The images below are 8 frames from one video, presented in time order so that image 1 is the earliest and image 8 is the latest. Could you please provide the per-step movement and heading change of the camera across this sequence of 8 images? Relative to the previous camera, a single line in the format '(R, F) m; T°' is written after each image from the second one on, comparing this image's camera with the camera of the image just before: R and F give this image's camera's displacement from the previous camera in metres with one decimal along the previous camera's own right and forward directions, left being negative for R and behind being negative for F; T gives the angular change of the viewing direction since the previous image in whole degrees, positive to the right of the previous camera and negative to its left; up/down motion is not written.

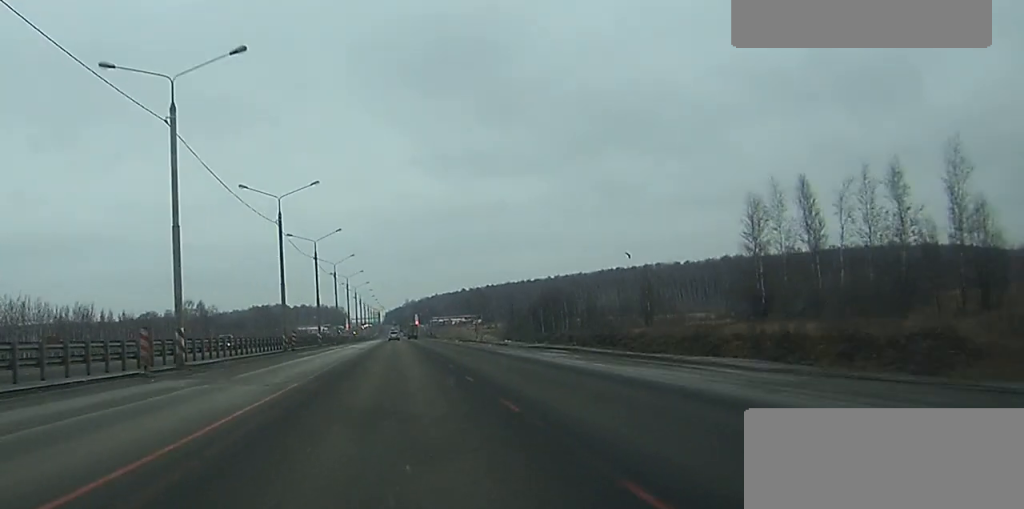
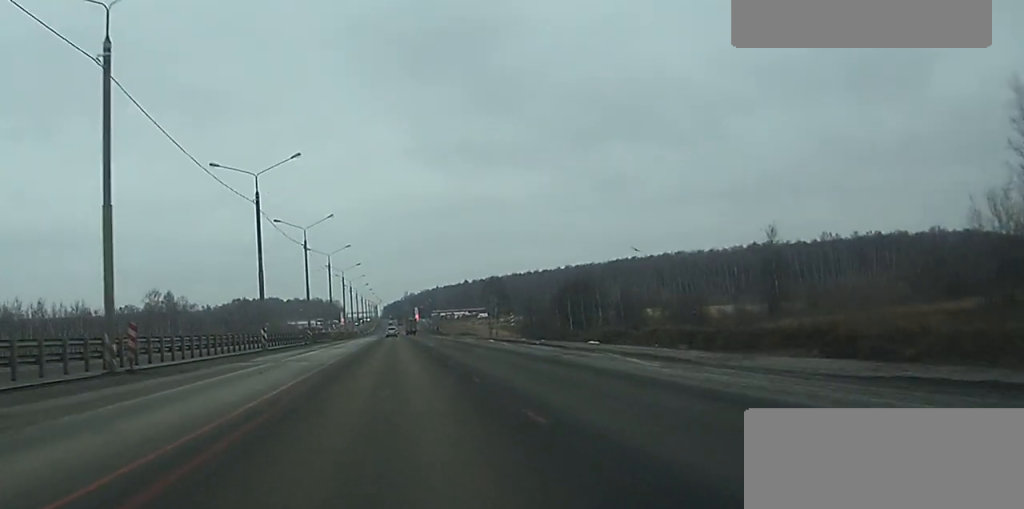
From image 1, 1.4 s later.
(-0.1, +41.9) m; 0°
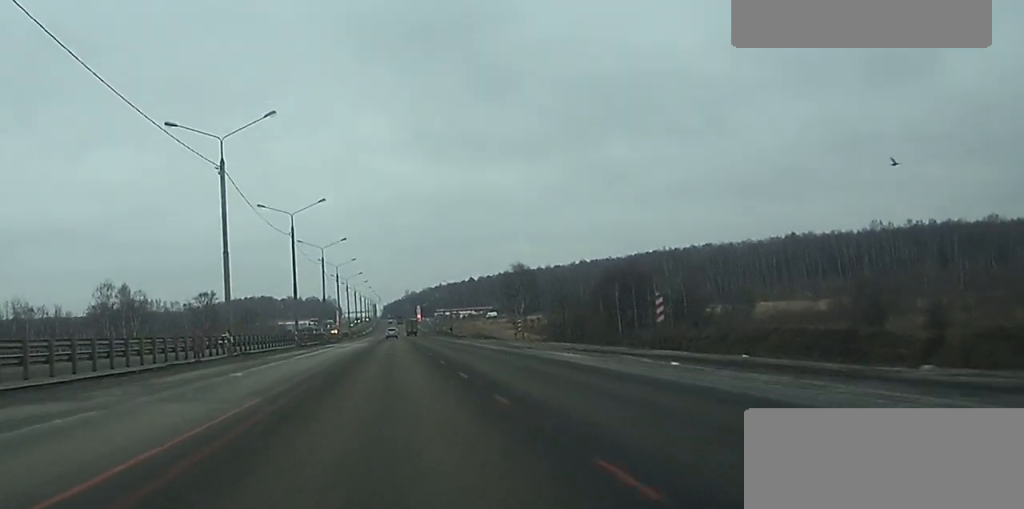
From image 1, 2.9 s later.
(-0.1, +45.2) m; 0°
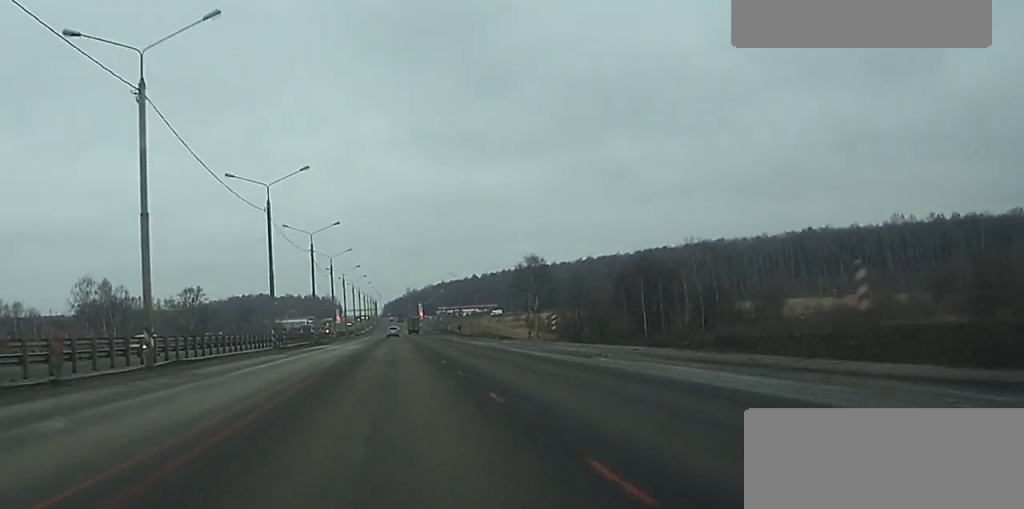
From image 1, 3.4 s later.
(0.0, +16.1) m; 0°
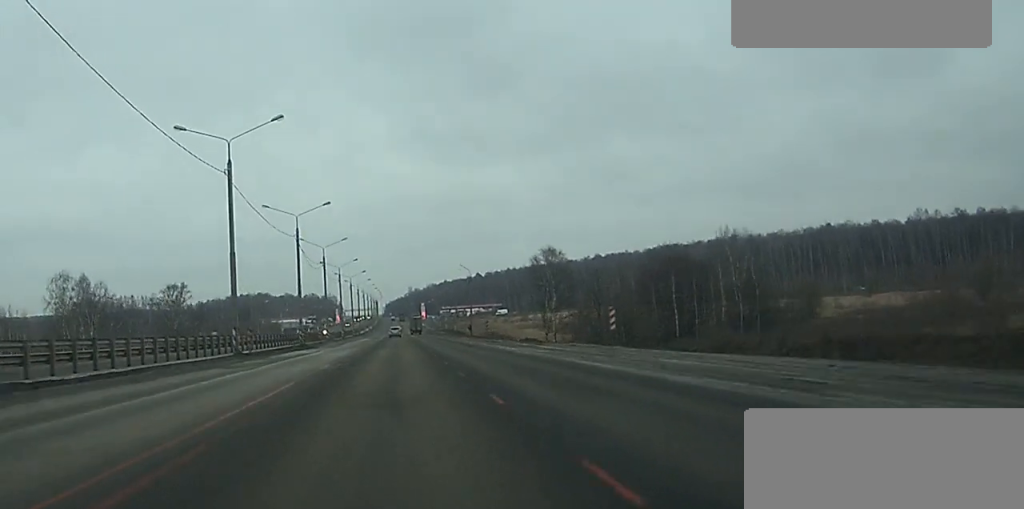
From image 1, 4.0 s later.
(0.0, +16.1) m; 0°
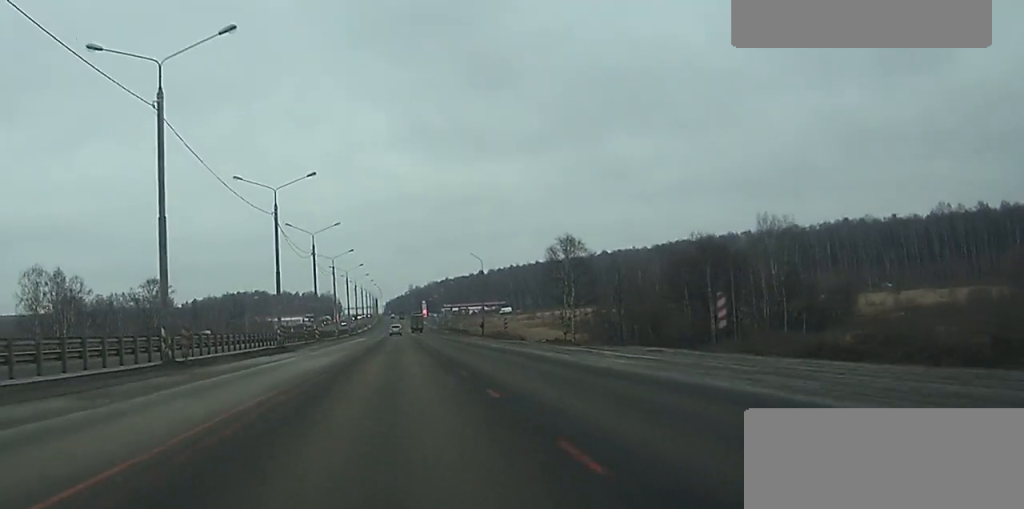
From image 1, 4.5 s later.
(0.0, +15.1) m; 0°
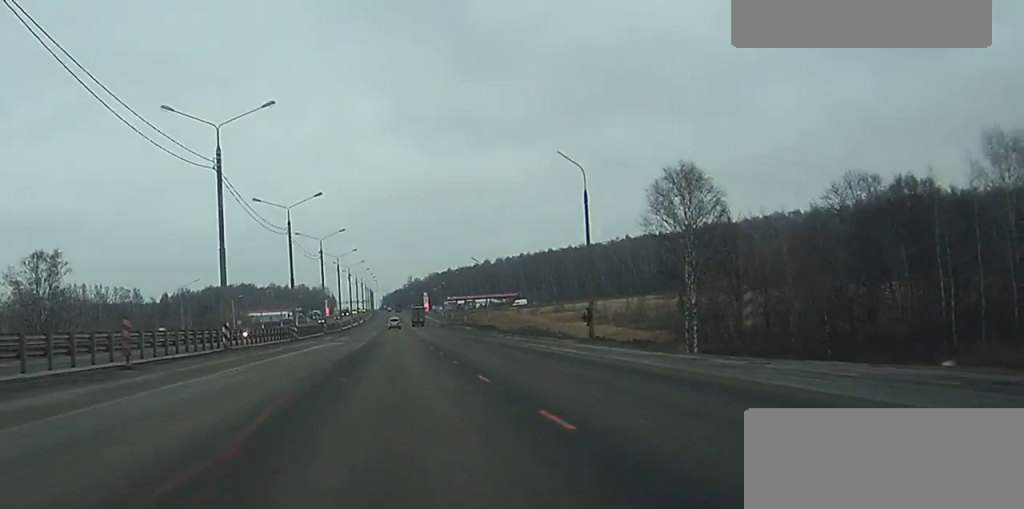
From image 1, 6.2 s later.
(0.0, +53.3) m; 0°
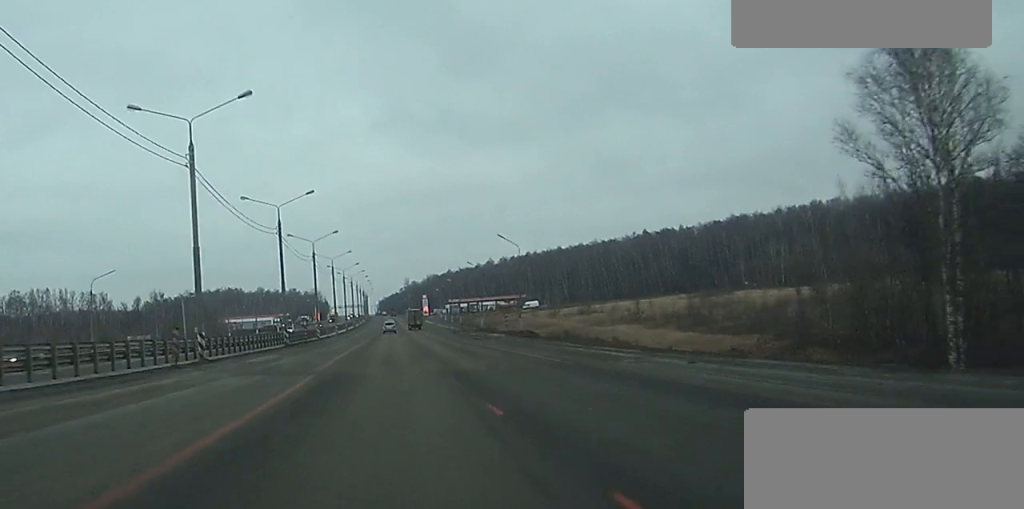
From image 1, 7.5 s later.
(+0.1, +37.1) m; 0°
